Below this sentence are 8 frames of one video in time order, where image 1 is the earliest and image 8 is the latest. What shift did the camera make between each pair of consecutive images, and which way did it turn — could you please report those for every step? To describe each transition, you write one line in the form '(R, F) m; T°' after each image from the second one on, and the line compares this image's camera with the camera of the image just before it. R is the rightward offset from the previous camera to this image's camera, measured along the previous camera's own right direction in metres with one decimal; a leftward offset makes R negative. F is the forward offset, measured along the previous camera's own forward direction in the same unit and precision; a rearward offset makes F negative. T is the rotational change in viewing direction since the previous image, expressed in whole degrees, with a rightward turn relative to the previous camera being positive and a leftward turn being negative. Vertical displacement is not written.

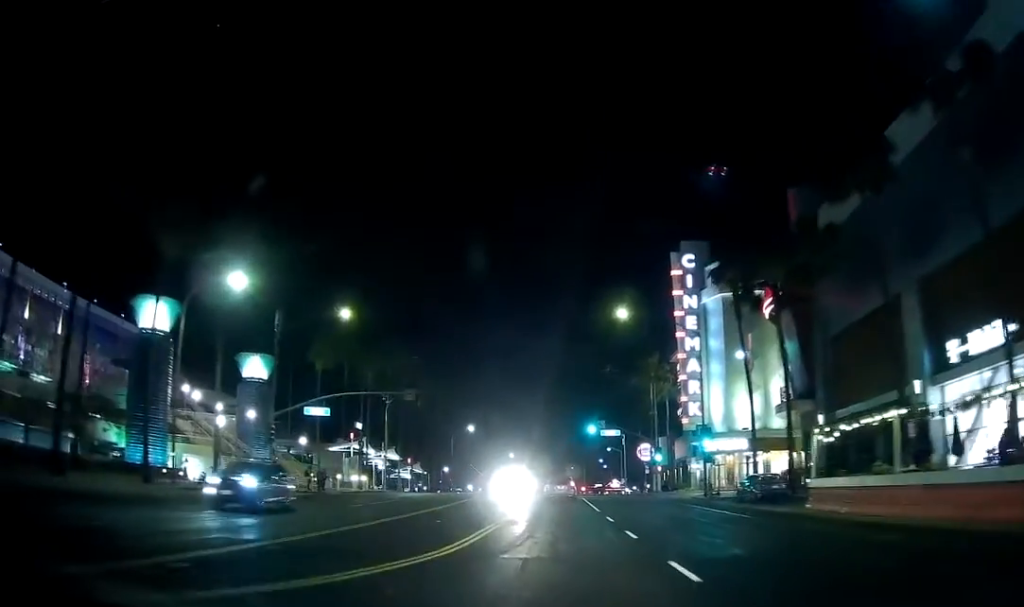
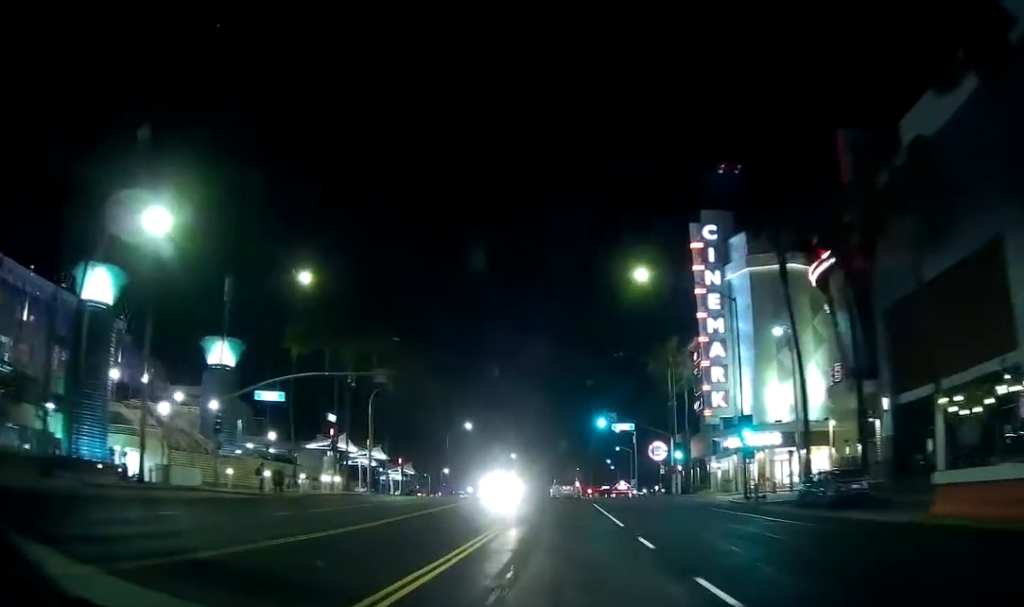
(-0.3, +9.8) m; -2°
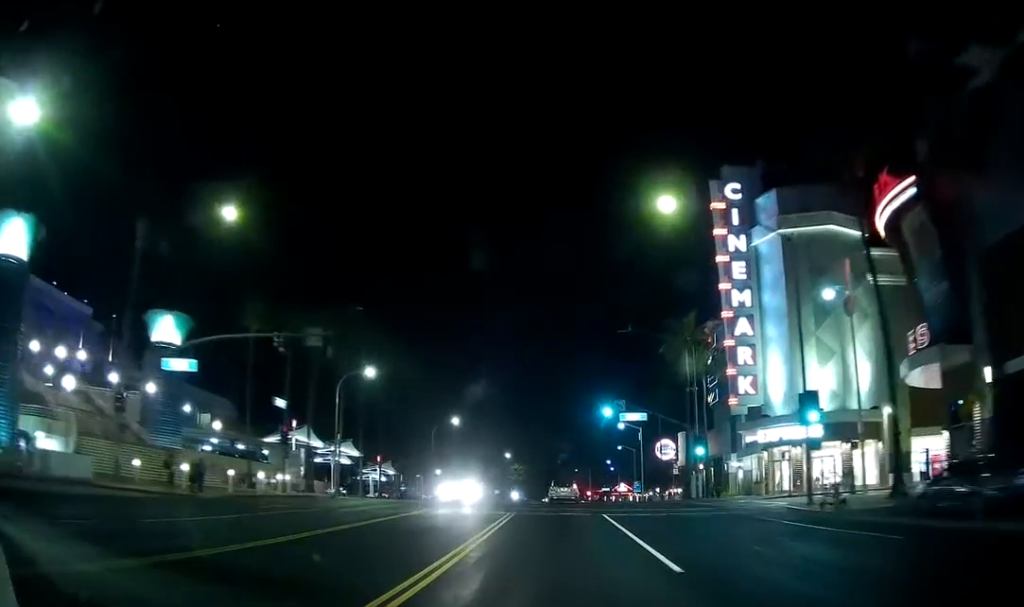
(0.0, +10.1) m; 0°
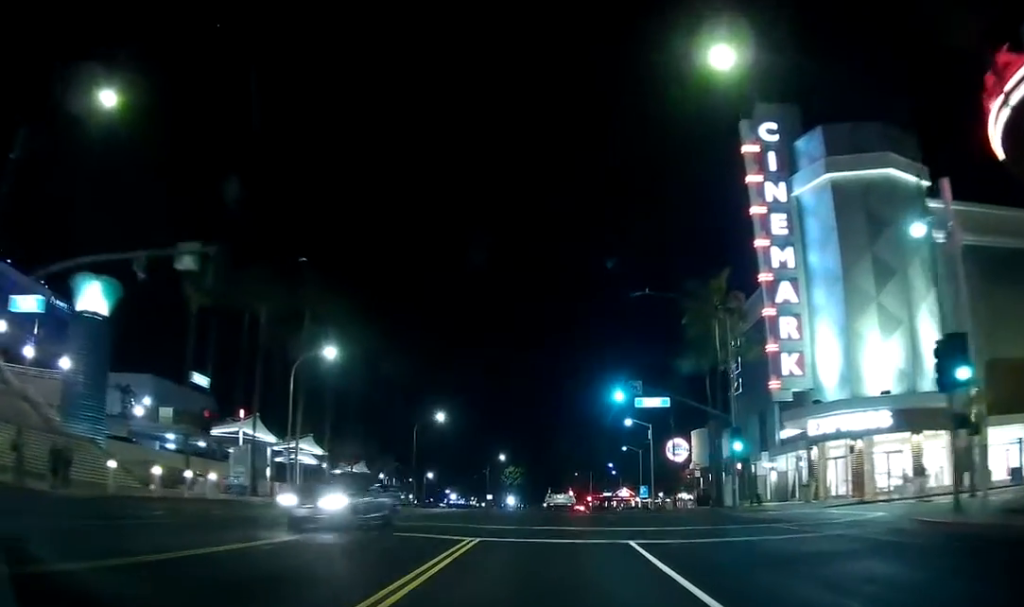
(0.0, +11.6) m; 0°
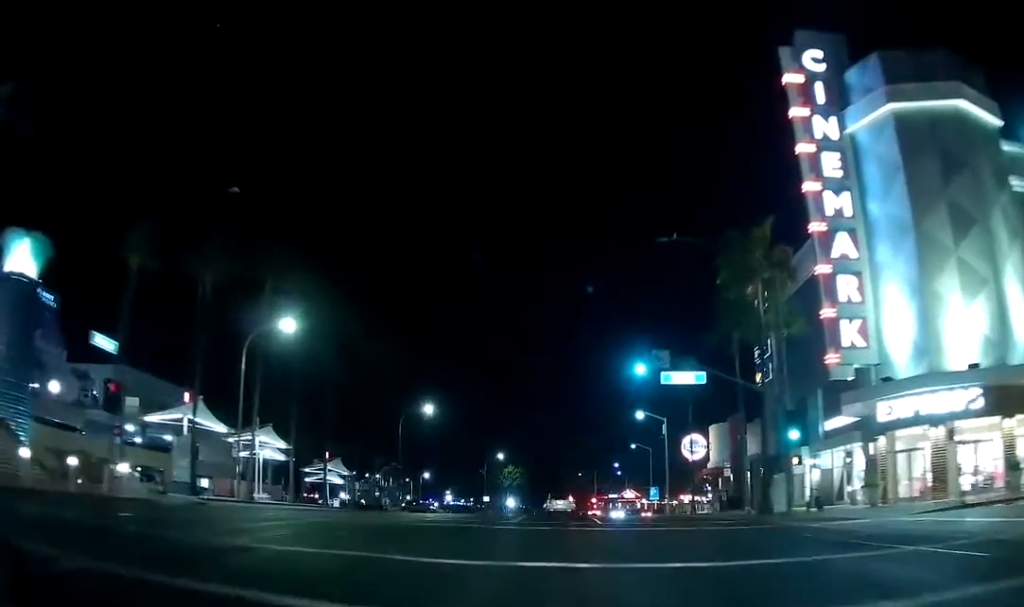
(0.0, +9.7) m; 0°
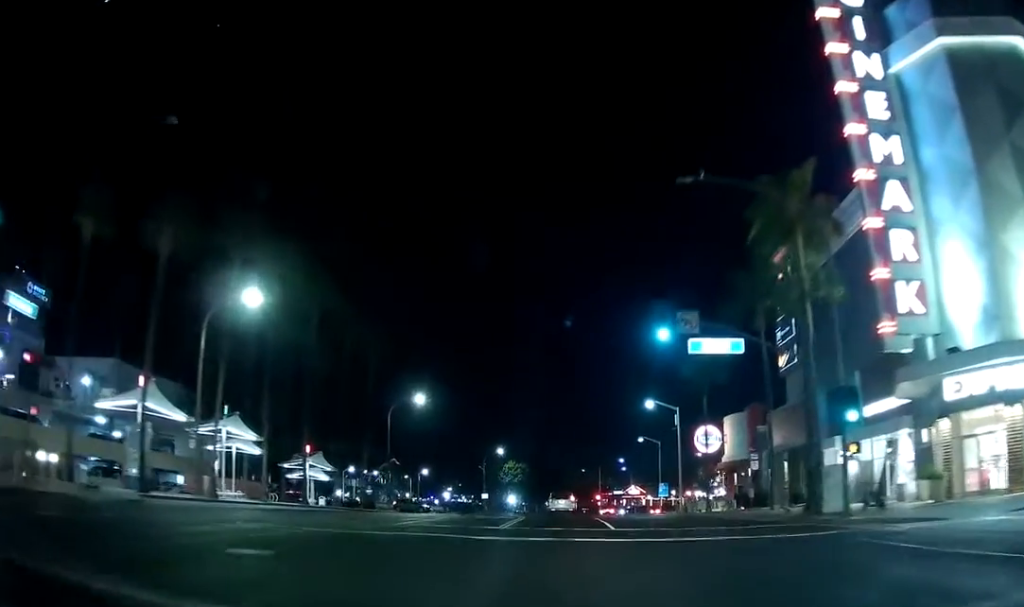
(0.0, +6.1) m; 0°
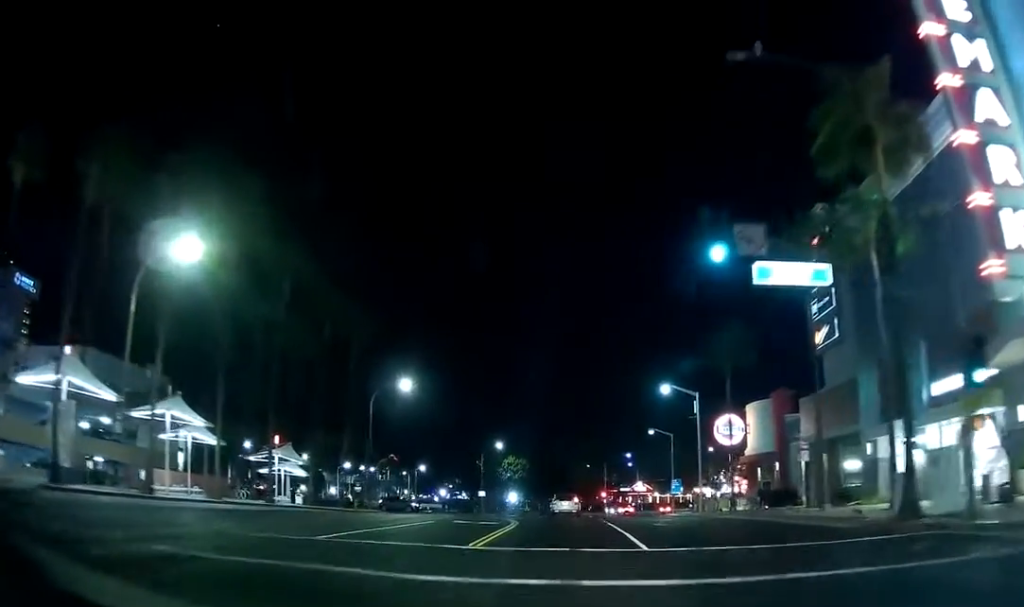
(0.0, +8.4) m; 0°
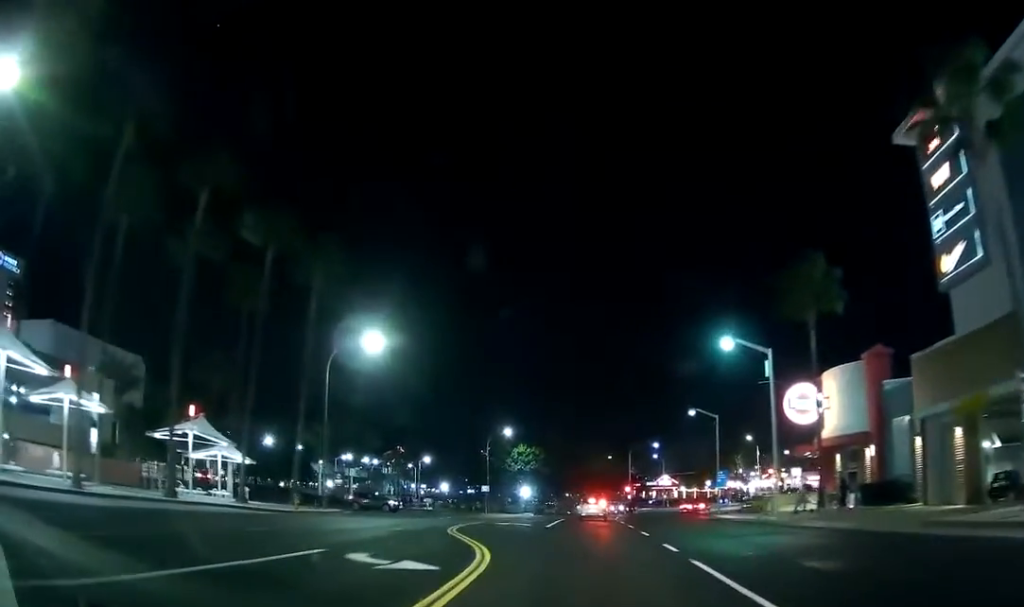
(-0.4, +16.7) m; -3°
